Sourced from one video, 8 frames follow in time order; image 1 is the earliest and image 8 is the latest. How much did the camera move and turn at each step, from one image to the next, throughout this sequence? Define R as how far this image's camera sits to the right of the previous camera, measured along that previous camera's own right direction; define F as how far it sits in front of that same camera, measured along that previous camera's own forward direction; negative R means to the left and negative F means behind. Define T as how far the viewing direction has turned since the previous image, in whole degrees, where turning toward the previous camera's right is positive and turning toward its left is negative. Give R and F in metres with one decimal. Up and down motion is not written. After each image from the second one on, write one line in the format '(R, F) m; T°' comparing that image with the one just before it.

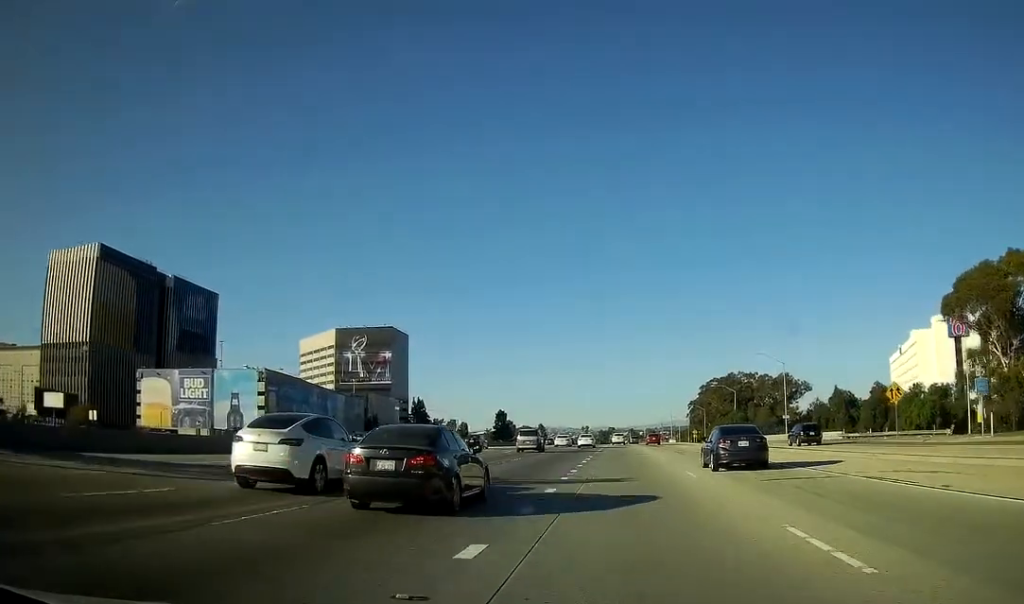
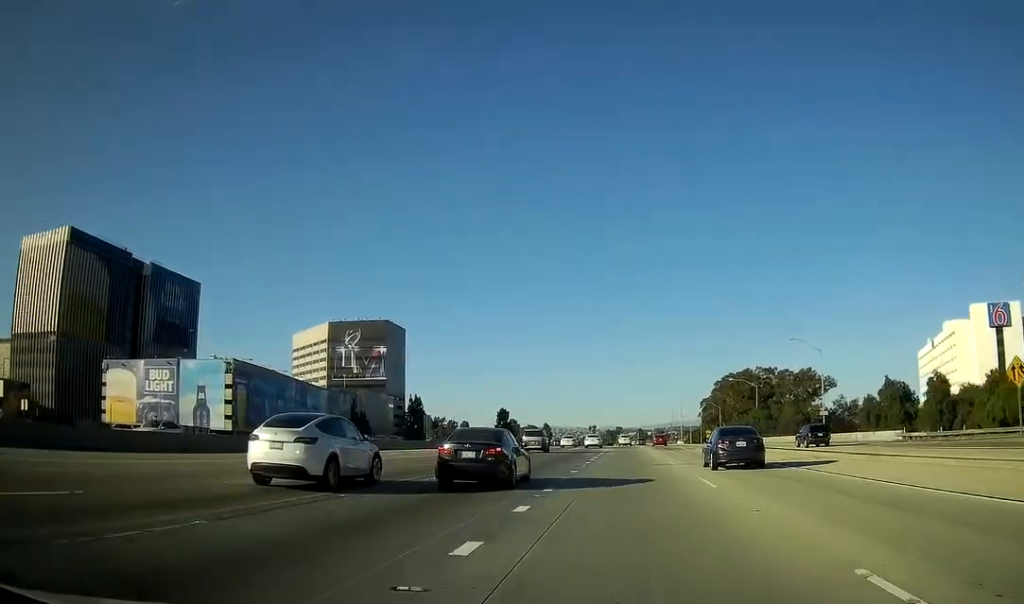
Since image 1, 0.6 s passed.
(+0.3, +17.3) m; -1°
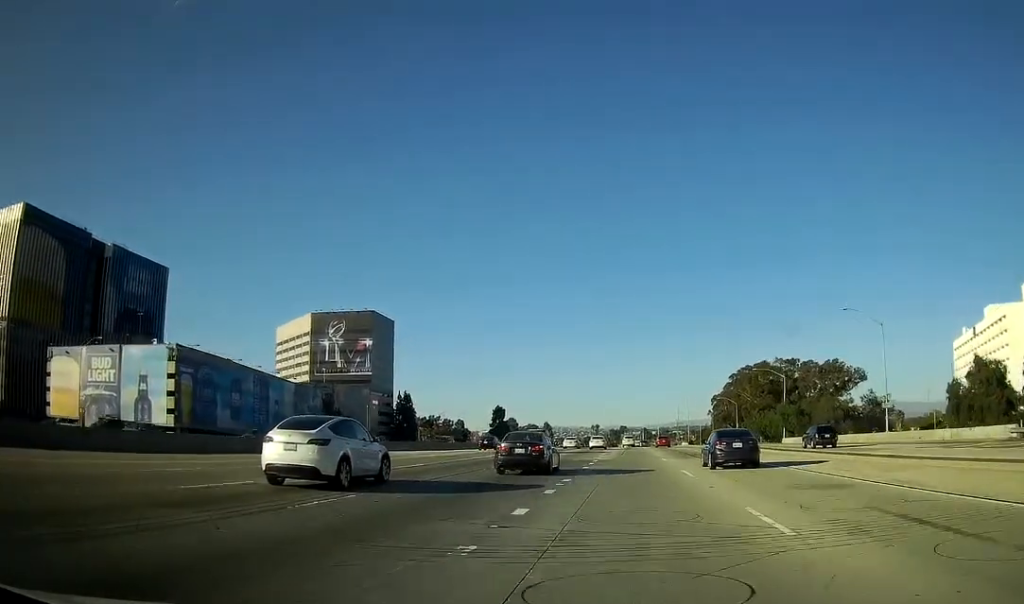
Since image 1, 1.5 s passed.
(0.0, +22.8) m; -1°
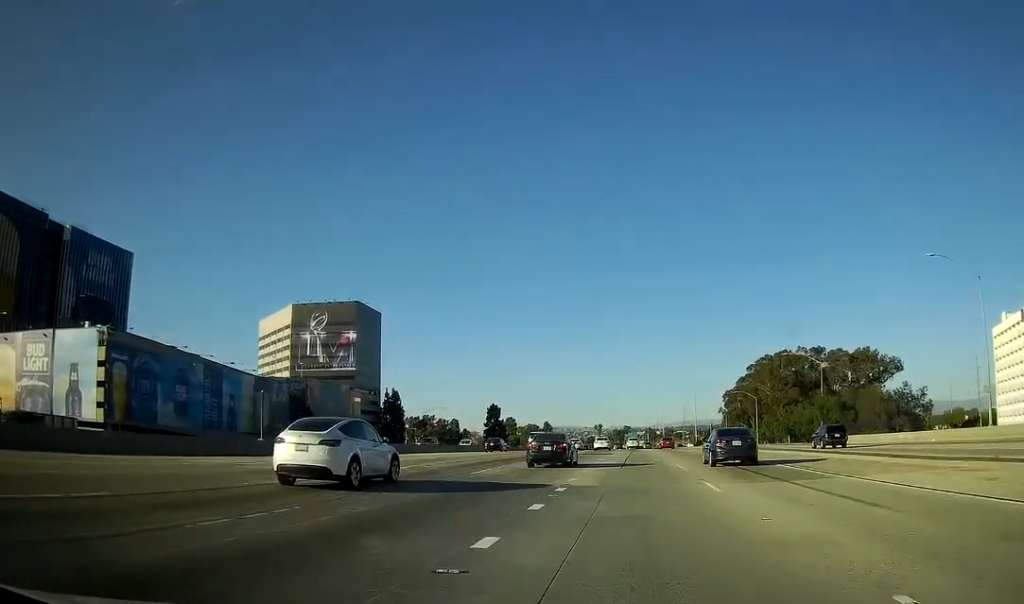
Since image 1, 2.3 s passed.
(-0.8, +22.0) m; -1°
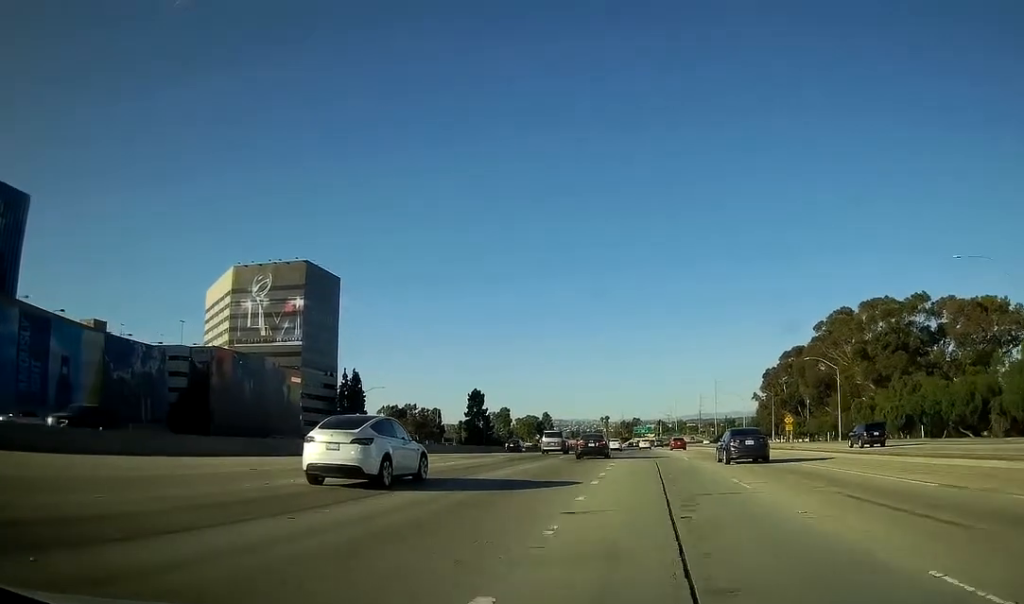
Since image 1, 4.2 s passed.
(+1.2, +52.3) m; 0°
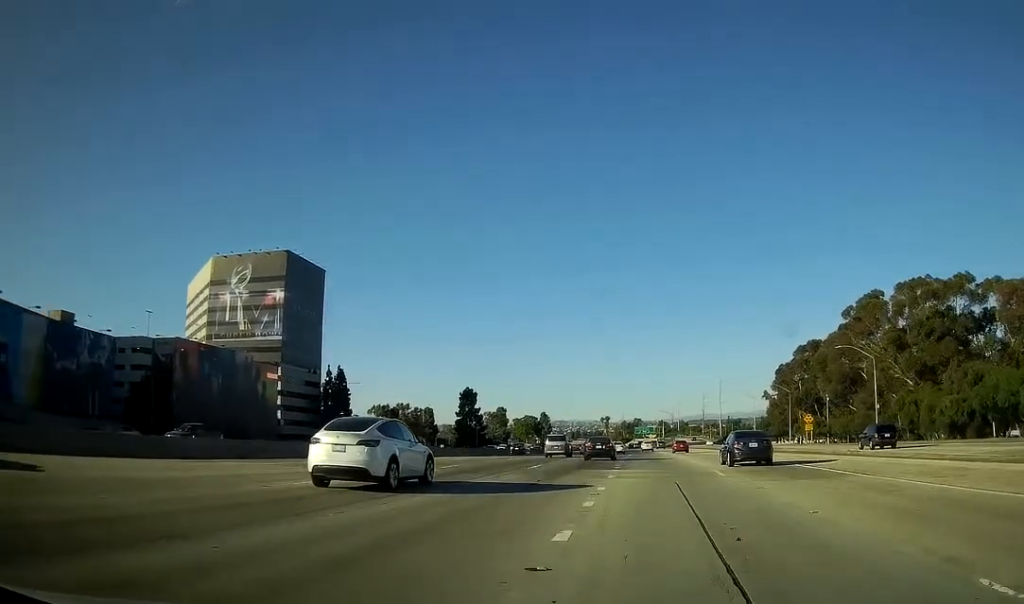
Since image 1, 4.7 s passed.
(-0.4, +14.7) m; -1°
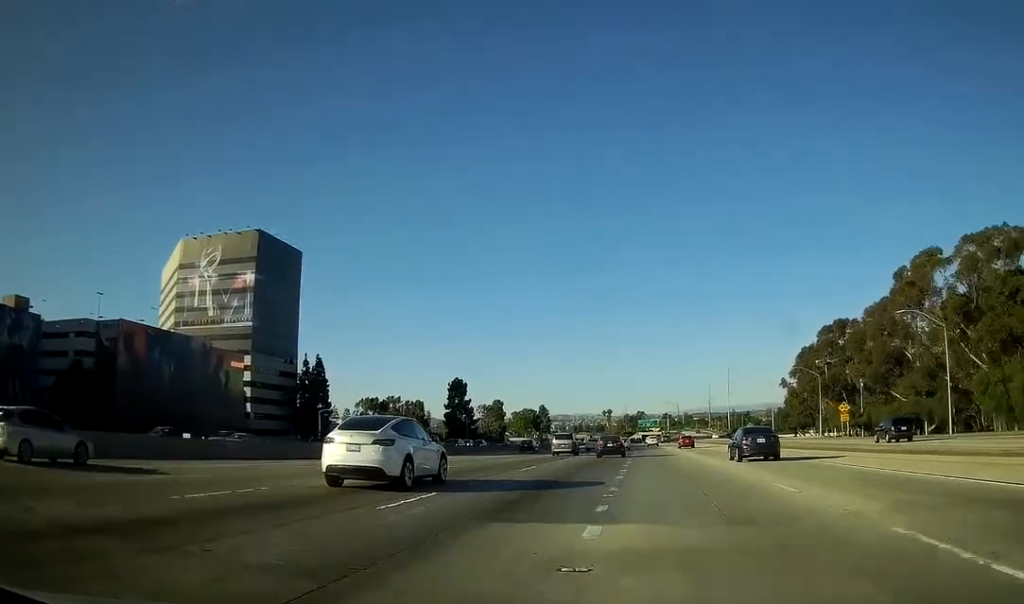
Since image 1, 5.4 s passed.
(-0.2, +18.3) m; 0°
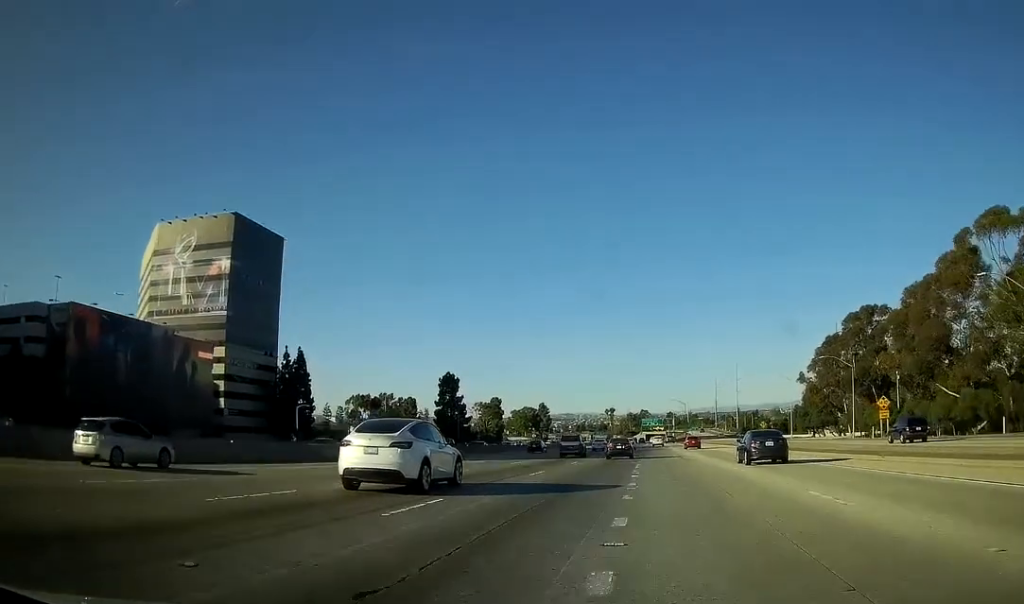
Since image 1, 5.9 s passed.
(-0.1, +15.6) m; +1°
